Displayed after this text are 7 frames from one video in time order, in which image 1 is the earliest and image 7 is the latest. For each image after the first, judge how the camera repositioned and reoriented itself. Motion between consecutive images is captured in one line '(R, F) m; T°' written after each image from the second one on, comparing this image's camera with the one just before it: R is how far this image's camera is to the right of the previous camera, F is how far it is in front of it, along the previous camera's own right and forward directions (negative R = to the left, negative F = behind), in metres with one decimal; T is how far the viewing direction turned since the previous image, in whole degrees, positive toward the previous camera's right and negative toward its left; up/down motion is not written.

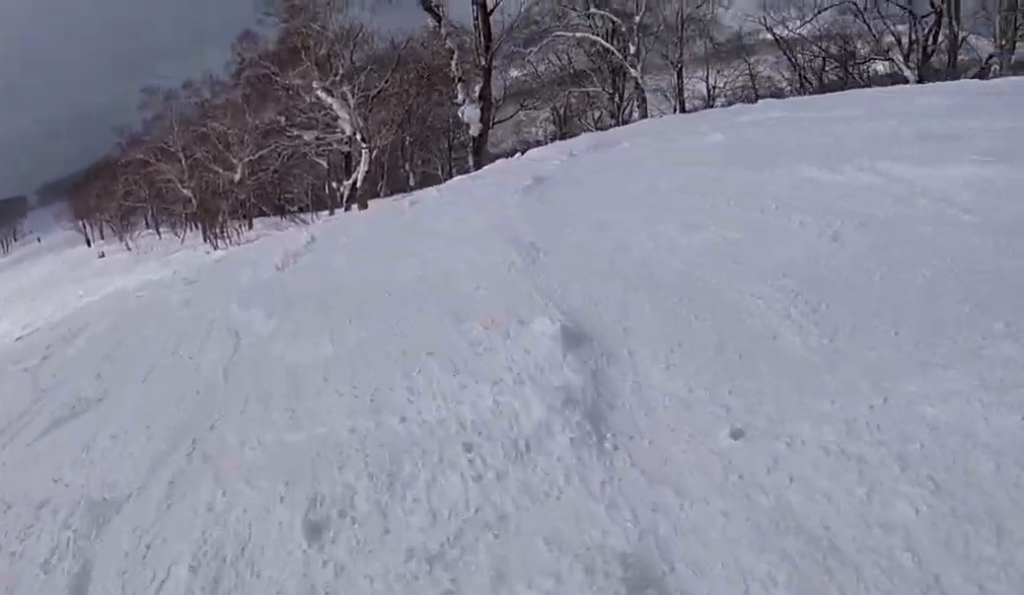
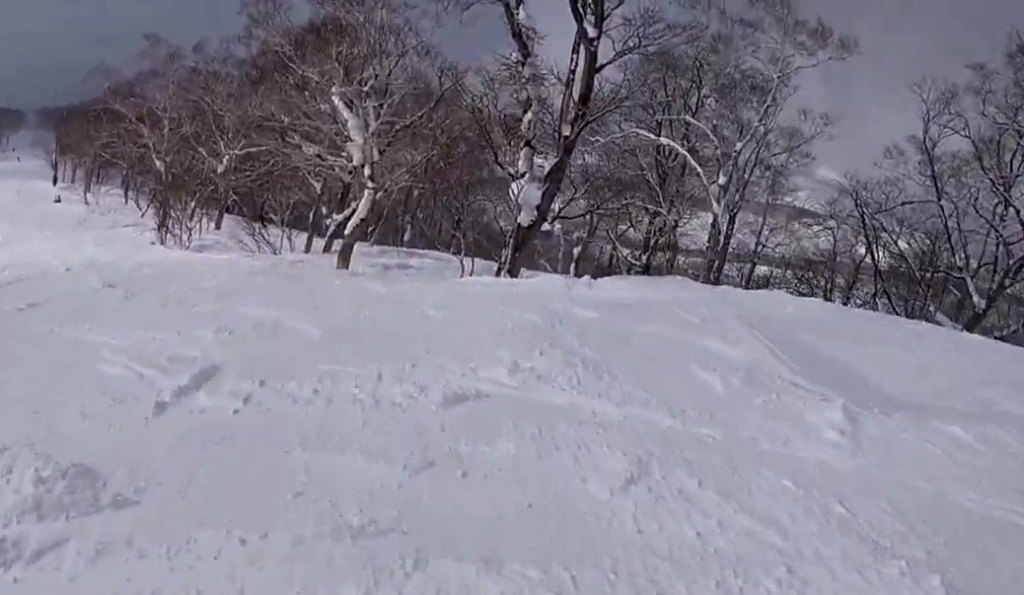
(+1.0, +7.5) m; -1°
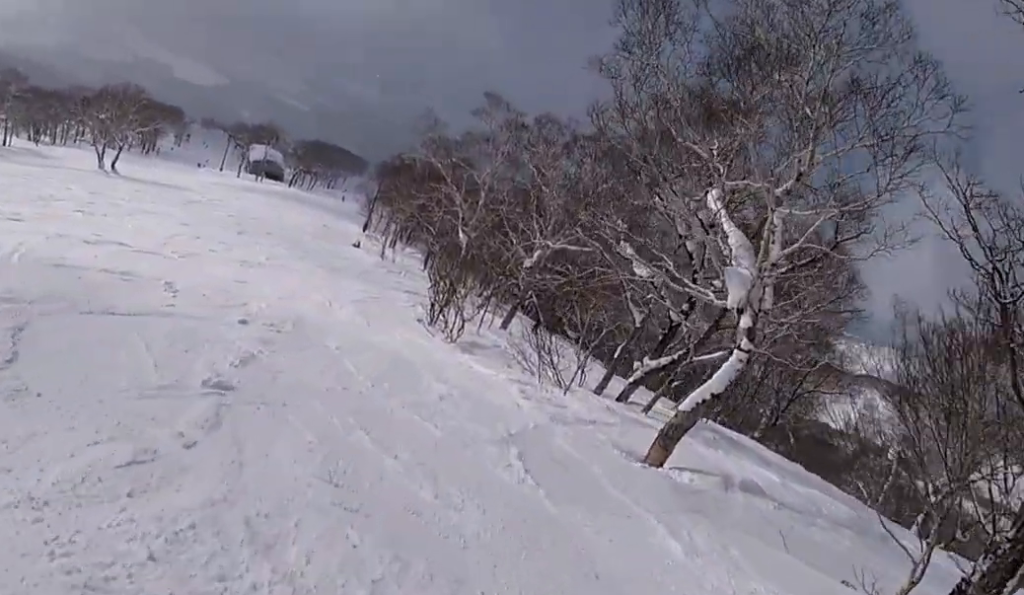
(-1.0, +8.5) m; -22°
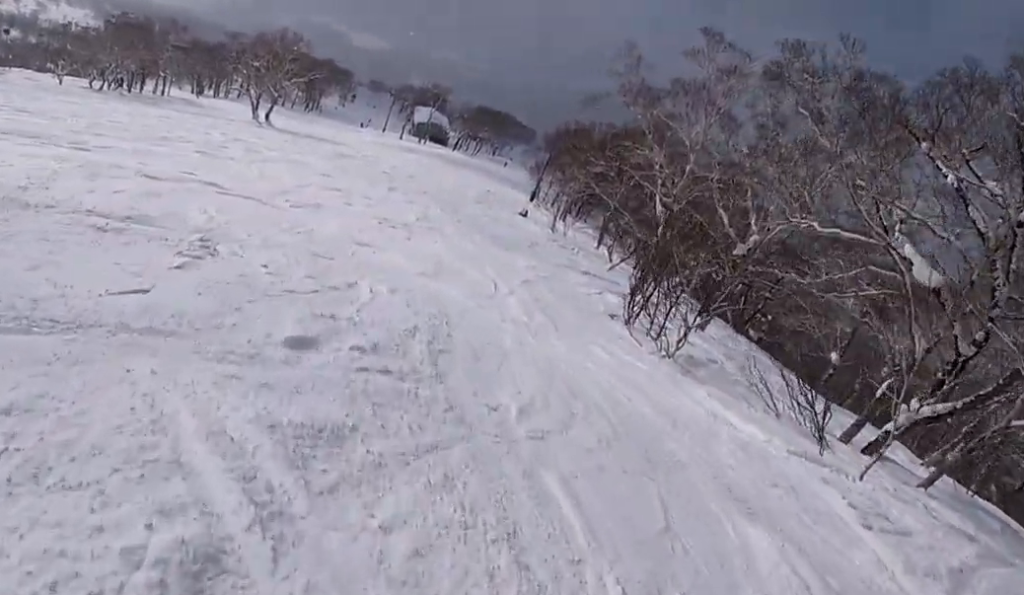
(-1.7, +6.8) m; -18°
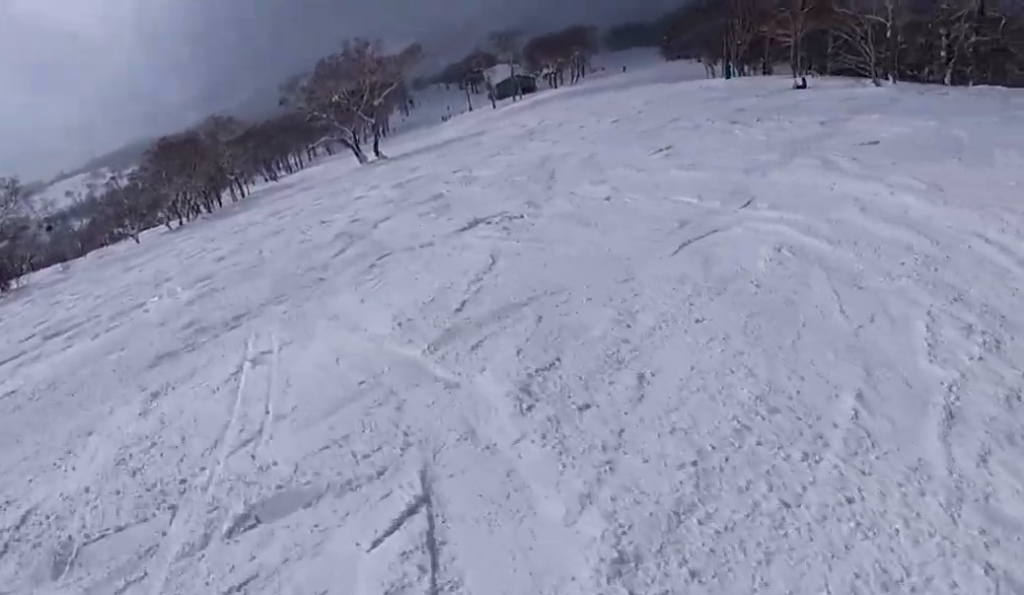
(-4.1, +21.1) m; +3°
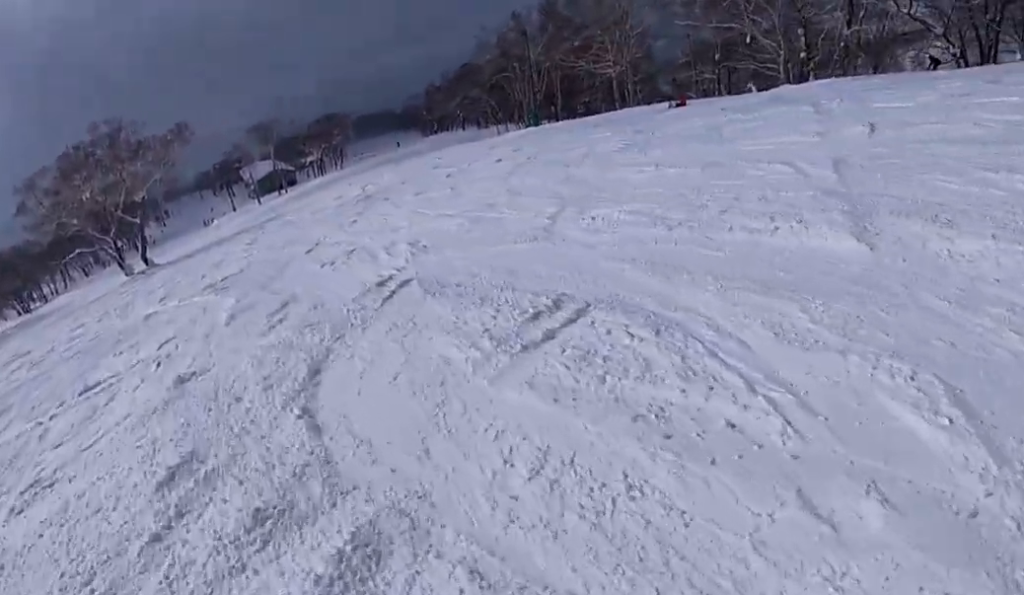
(+3.6, +12.2) m; +27°
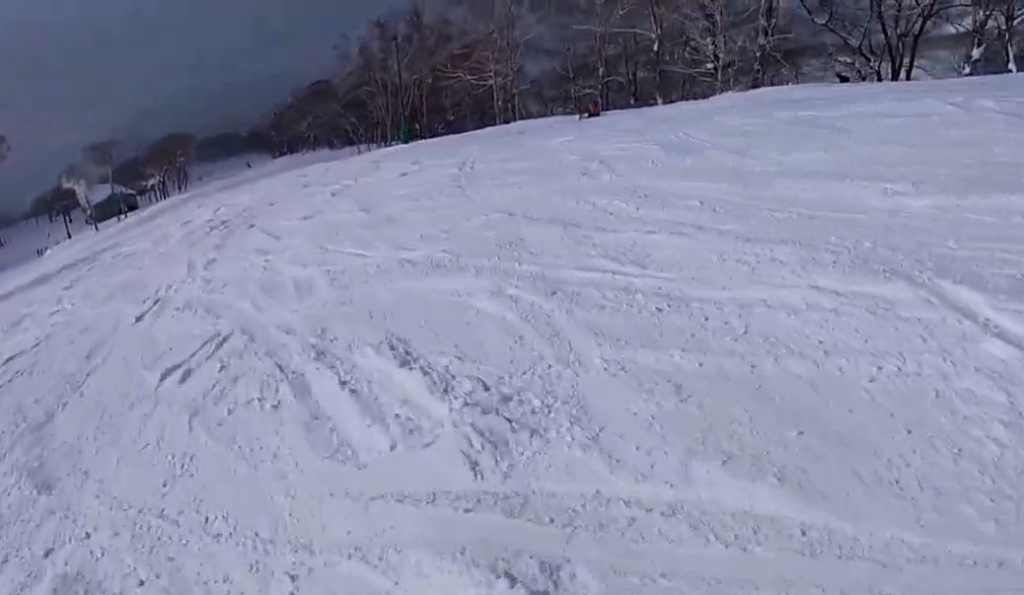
(+0.4, +6.5) m; +13°
